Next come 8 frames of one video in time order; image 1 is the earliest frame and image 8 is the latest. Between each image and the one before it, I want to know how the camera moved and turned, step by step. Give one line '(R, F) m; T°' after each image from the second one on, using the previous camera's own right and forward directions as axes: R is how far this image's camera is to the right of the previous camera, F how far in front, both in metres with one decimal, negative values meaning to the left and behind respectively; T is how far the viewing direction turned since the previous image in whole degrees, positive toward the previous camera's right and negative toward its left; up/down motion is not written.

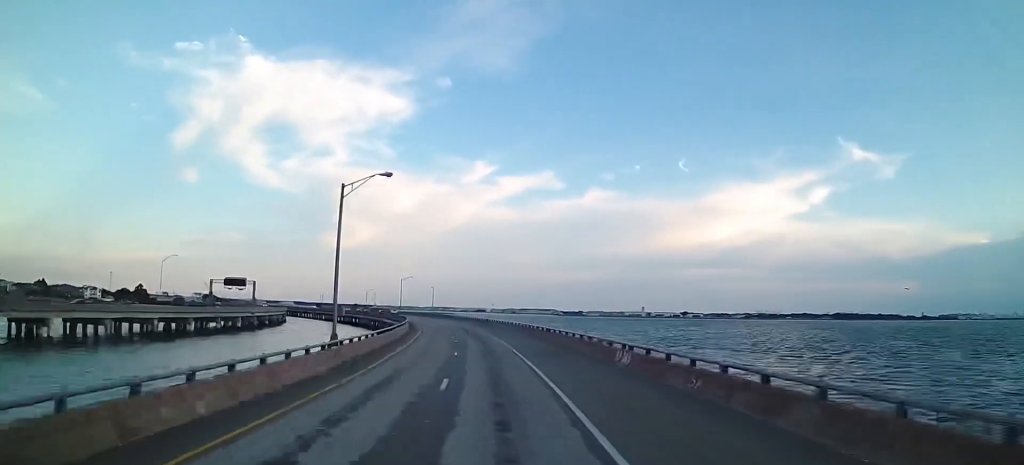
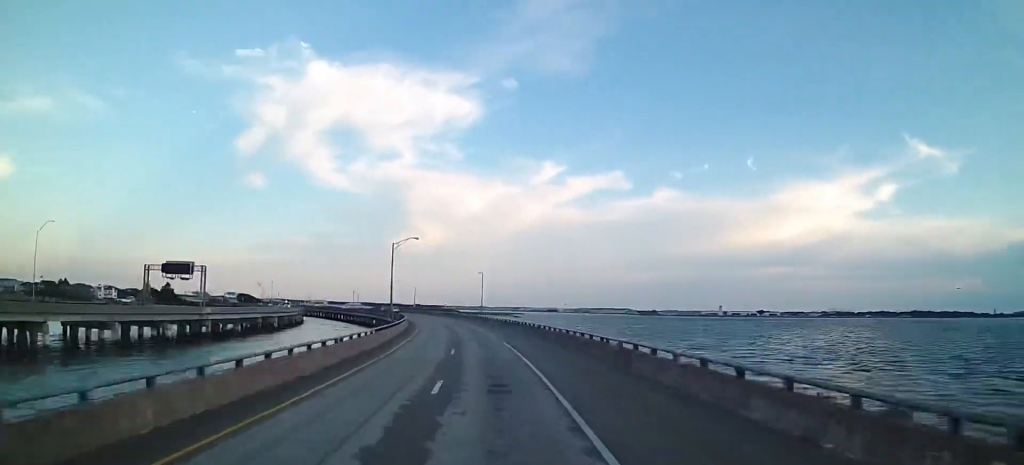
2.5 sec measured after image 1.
(-2.3, +64.8) m; -7°
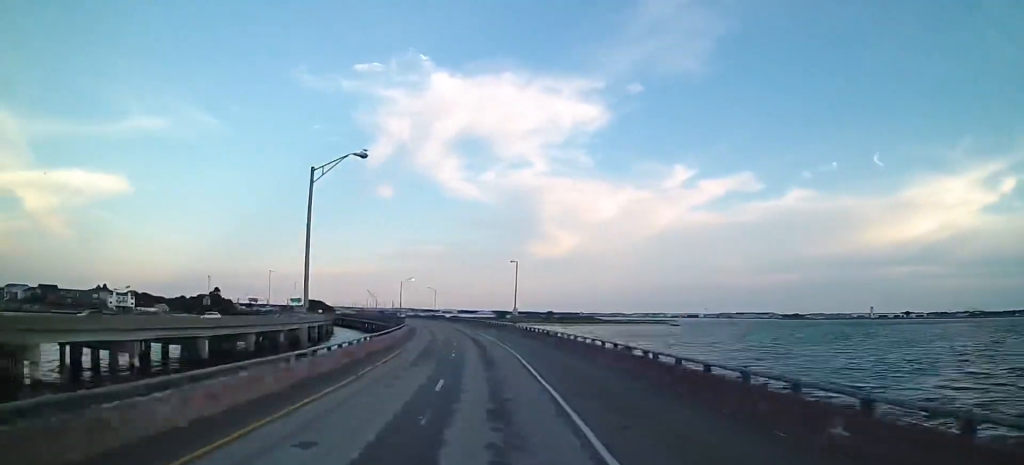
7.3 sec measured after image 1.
(-15.3, +120.3) m; -14°
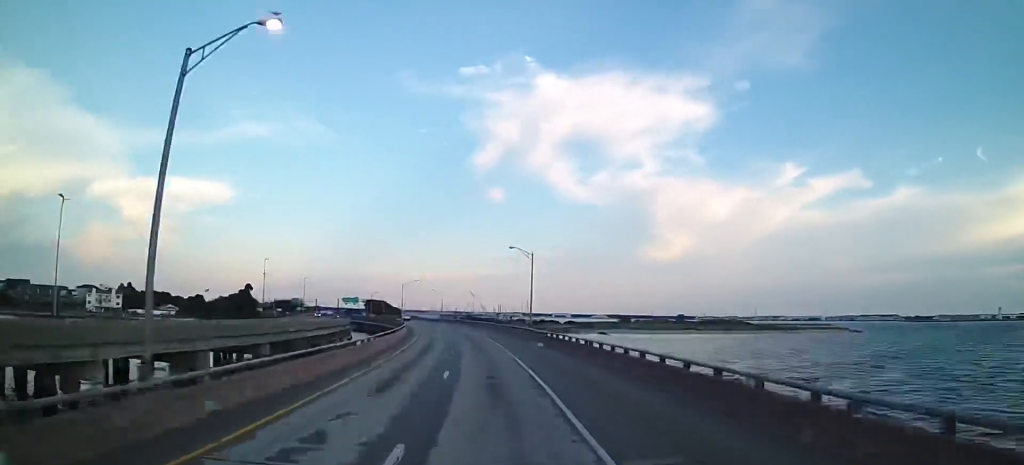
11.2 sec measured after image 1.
(-10.0, +100.2) m; -11°
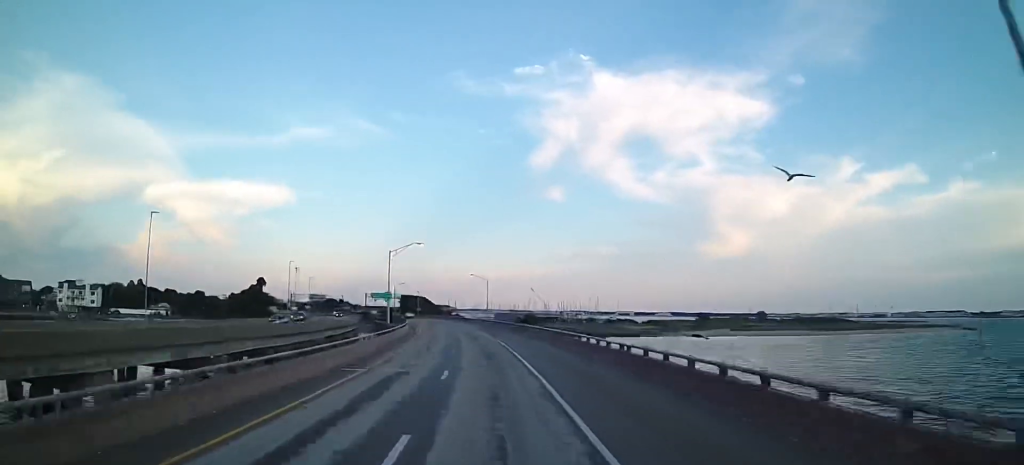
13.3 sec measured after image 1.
(-1.7, +55.0) m; -6°
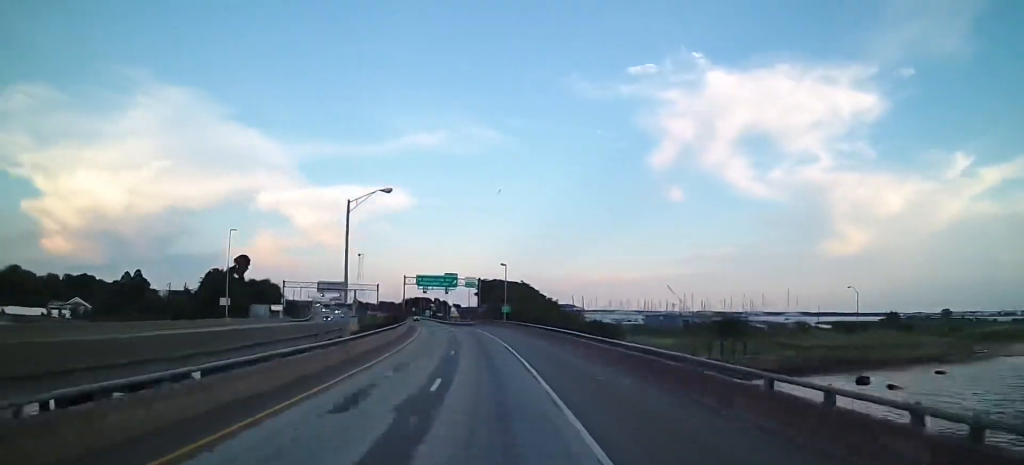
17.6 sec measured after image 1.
(-10.7, +109.8) m; -12°
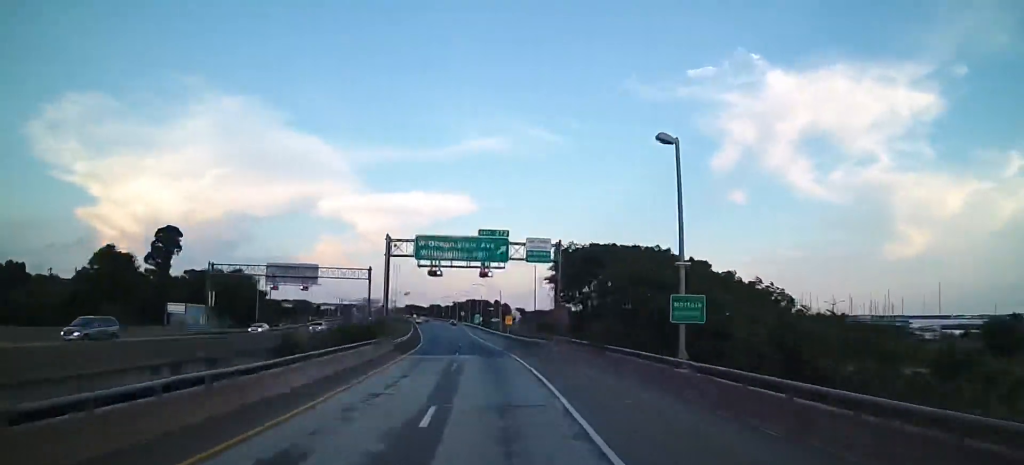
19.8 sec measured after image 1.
(-5.2, +56.7) m; -4°
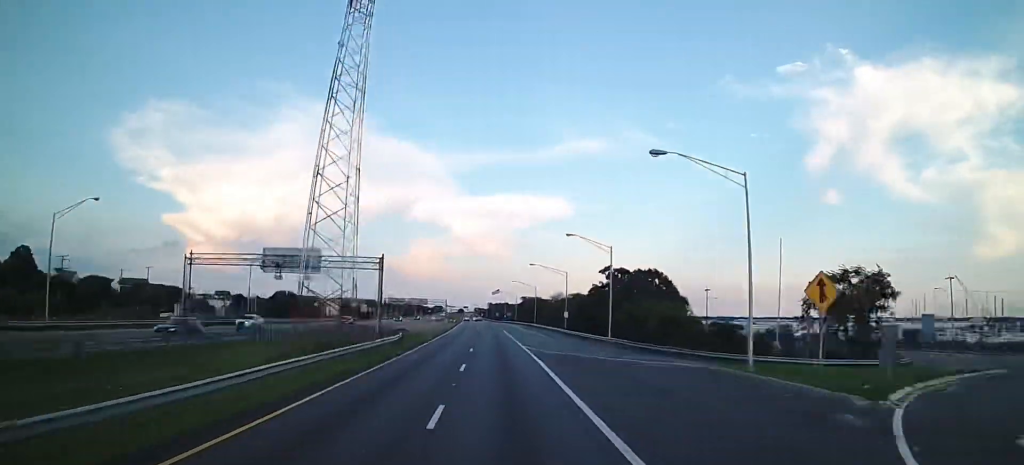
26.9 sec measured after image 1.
(-15.9, +181.3) m; -7°
